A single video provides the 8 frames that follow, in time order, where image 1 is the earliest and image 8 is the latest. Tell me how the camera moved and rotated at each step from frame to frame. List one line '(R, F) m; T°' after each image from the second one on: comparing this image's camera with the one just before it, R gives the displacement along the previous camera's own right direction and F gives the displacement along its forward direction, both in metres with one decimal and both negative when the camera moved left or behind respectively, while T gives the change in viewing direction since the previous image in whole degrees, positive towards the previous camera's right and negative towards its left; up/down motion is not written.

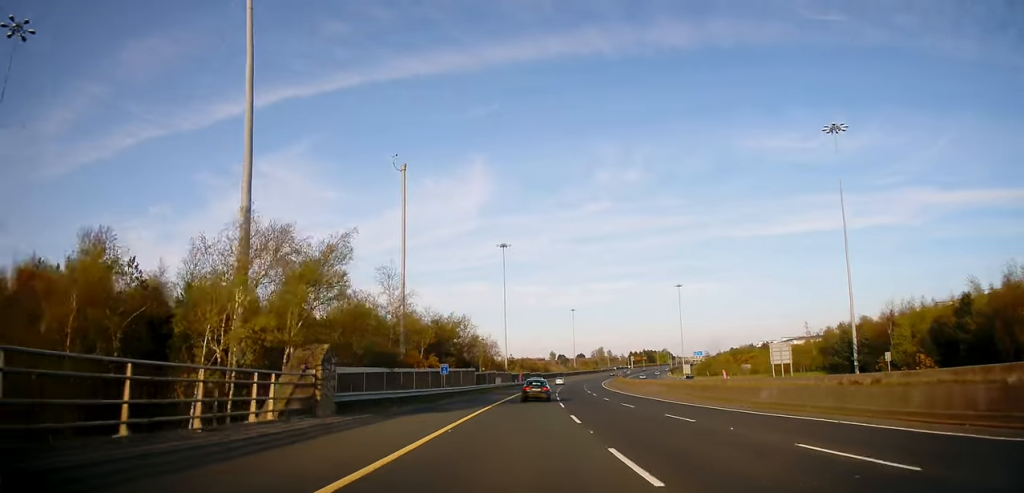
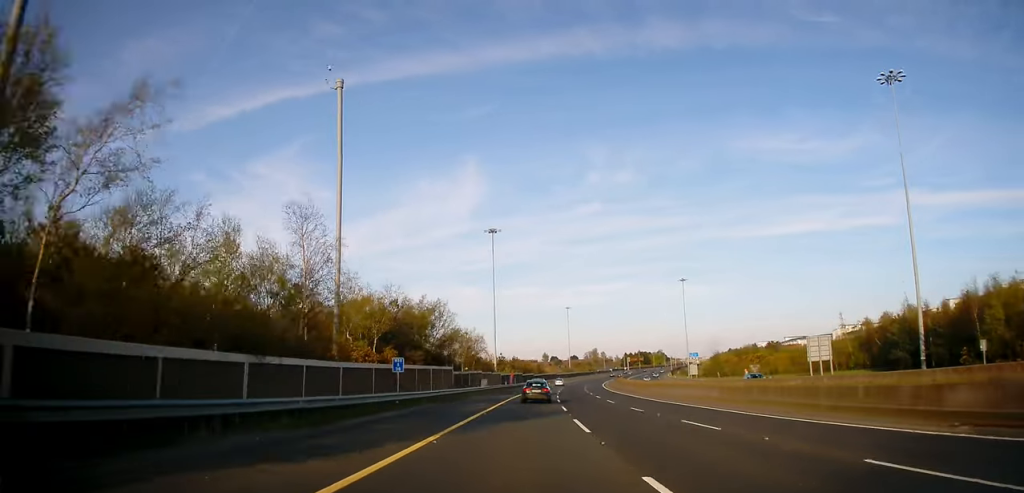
(+0.3, +13.4) m; +1°
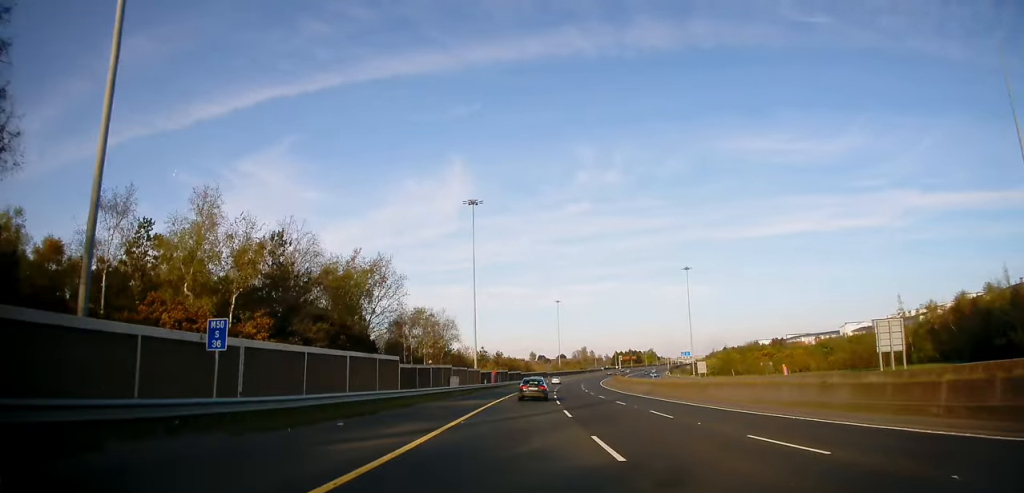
(+0.4, +18.2) m; +1°
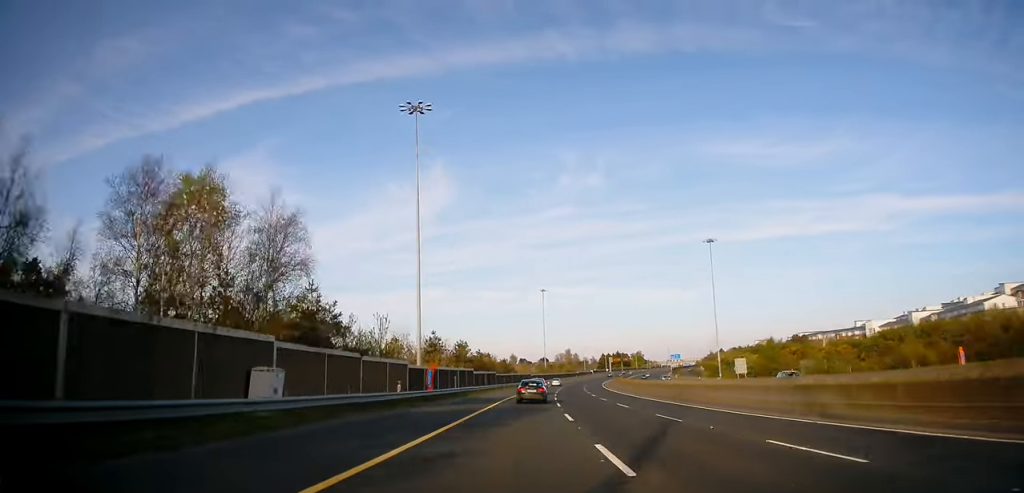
(+0.2, +36.1) m; +1°
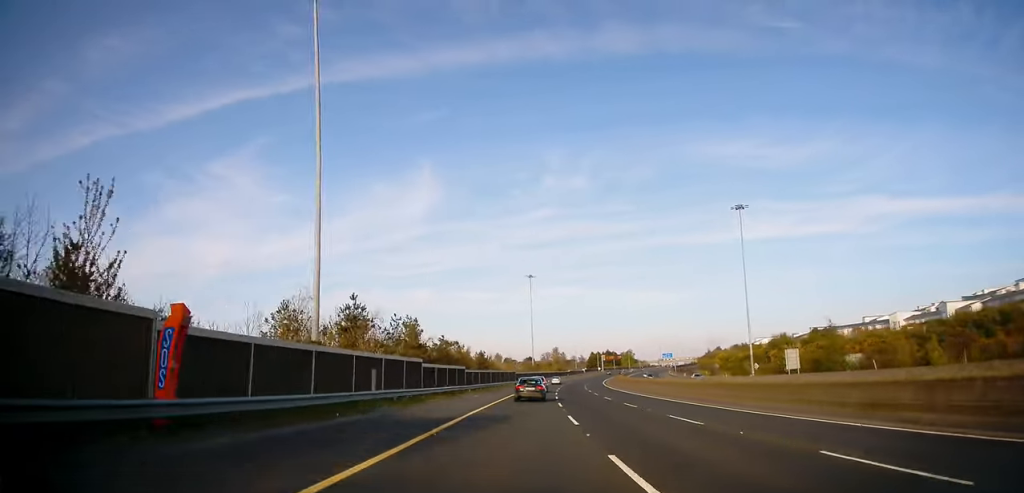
(+0.3, +26.3) m; +2°
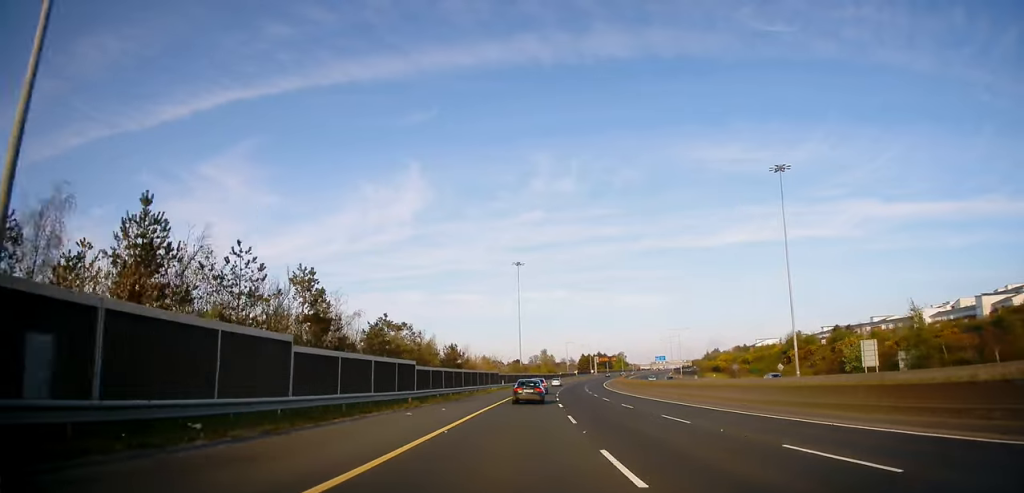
(+0.4, +21.3) m; +1°
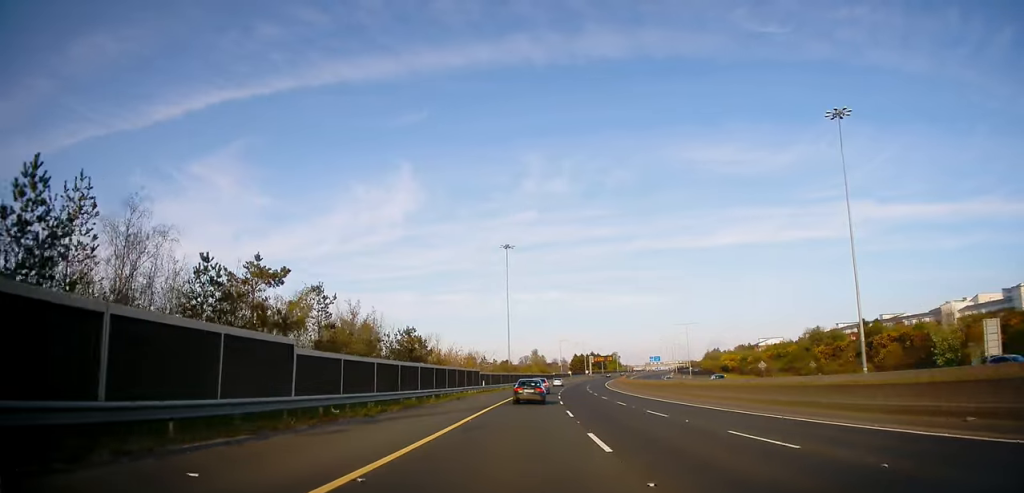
(+0.3, +19.9) m; +1°
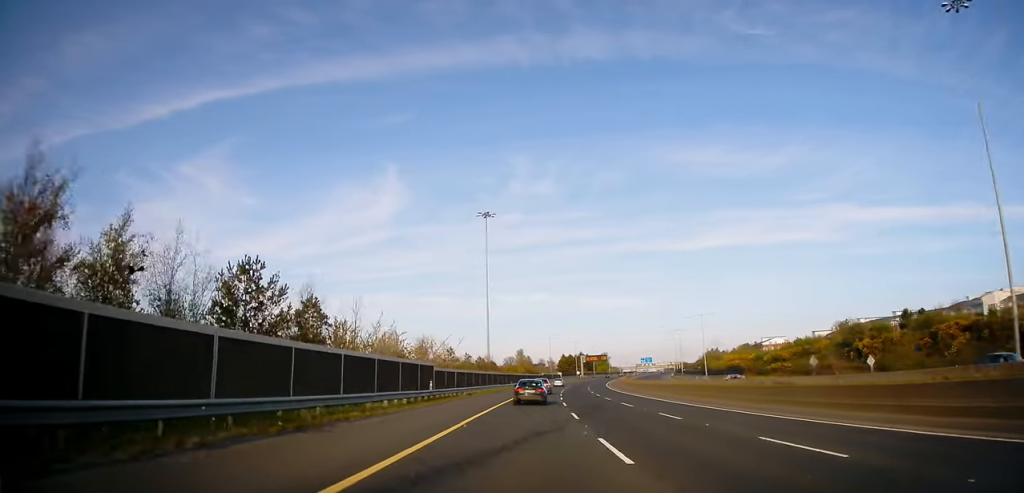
(+0.2, +25.4) m; +1°
